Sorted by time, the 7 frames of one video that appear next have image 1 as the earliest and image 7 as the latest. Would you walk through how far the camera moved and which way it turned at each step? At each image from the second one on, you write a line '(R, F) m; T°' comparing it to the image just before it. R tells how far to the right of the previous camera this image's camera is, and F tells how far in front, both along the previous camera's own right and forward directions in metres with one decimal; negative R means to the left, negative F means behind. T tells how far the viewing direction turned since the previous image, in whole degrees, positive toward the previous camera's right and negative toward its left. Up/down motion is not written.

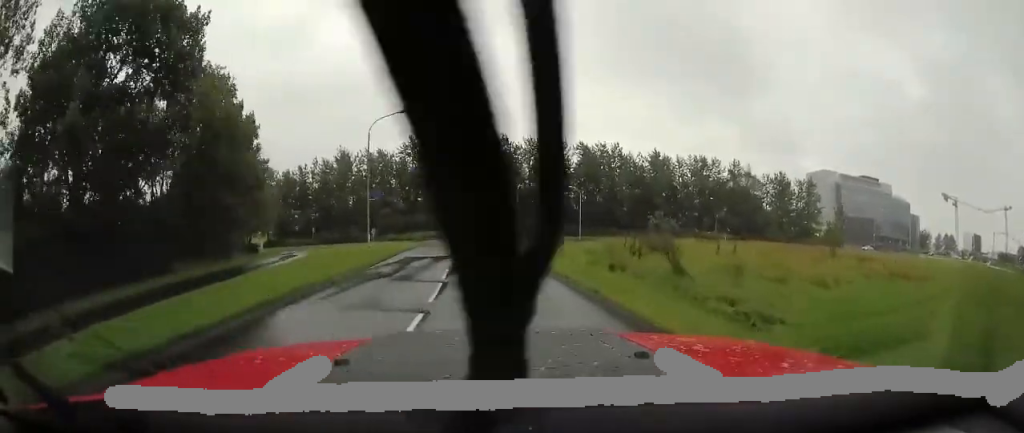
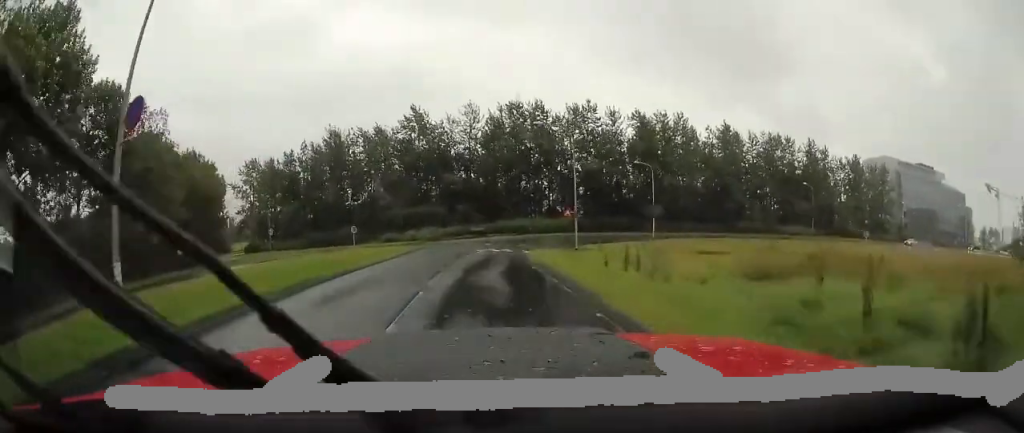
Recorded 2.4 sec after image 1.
(-0.1, +18.6) m; -1°
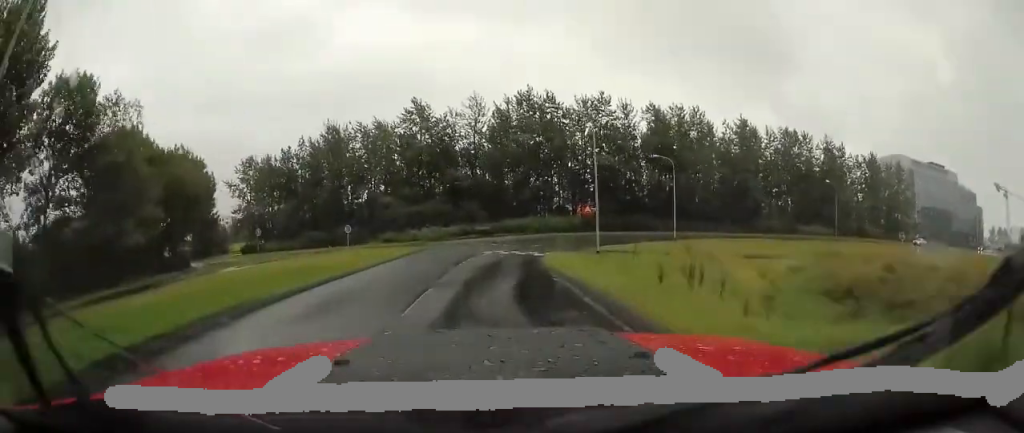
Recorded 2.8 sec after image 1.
(0.0, +3.7) m; -1°
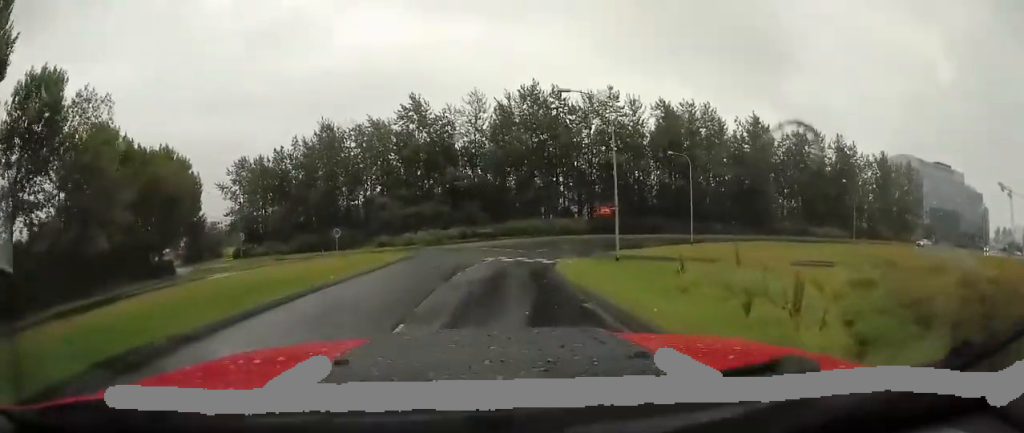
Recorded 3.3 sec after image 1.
(0.0, +3.4) m; -1°
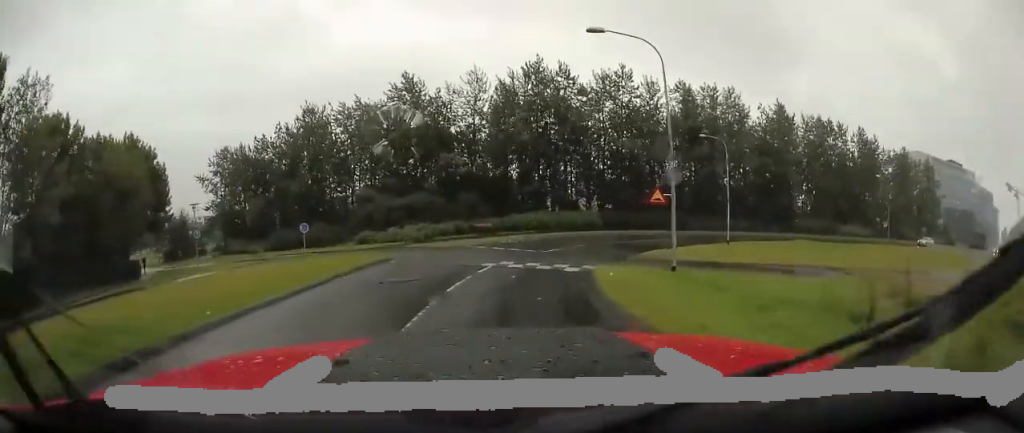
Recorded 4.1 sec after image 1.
(-0.2, +6.7) m; -1°
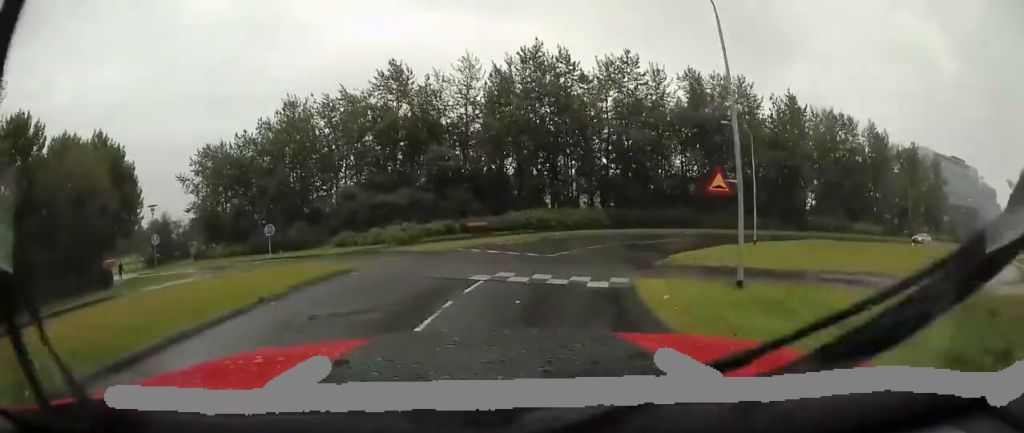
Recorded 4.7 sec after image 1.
(+0.1, +4.3) m; +1°
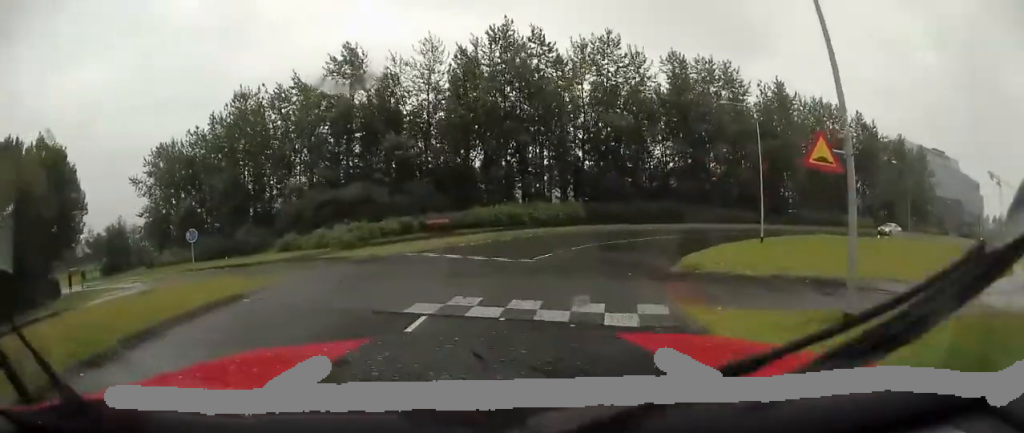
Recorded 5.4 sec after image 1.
(0.0, +4.7) m; +3°
